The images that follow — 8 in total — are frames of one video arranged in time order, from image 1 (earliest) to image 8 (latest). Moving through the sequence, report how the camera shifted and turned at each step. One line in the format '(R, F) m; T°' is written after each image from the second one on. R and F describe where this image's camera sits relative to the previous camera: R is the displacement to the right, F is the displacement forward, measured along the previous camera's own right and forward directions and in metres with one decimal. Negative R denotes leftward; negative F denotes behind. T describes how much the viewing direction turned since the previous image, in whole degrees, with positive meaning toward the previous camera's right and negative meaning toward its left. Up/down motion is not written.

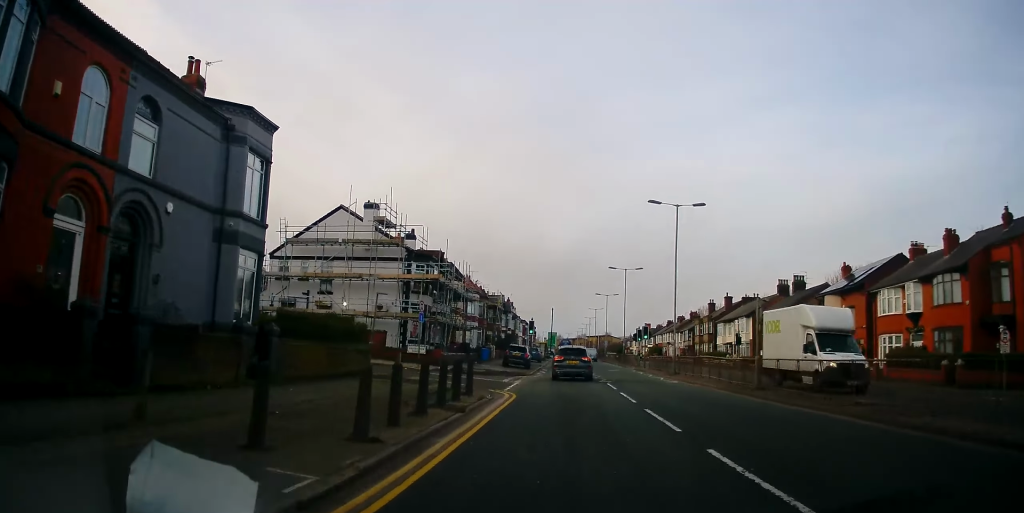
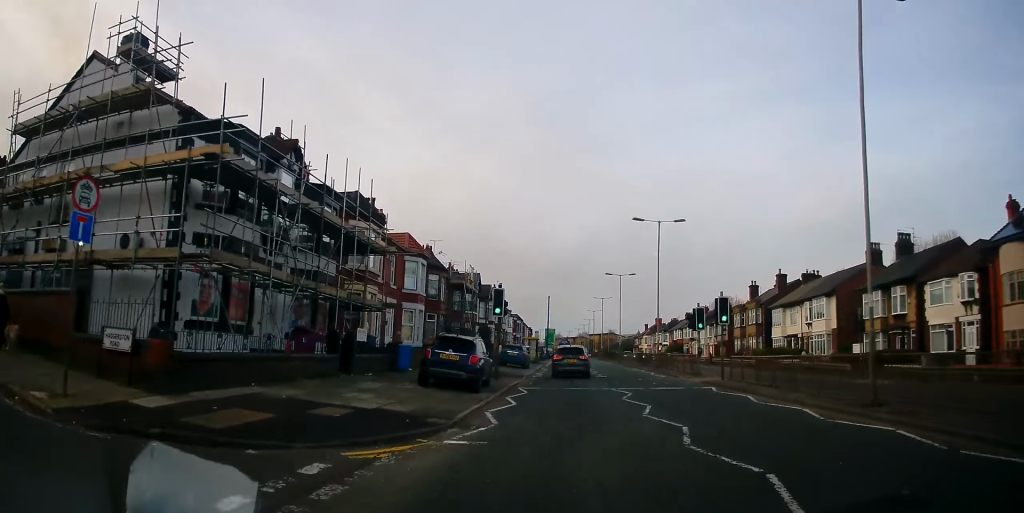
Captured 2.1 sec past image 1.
(+0.1, +23.9) m; +1°
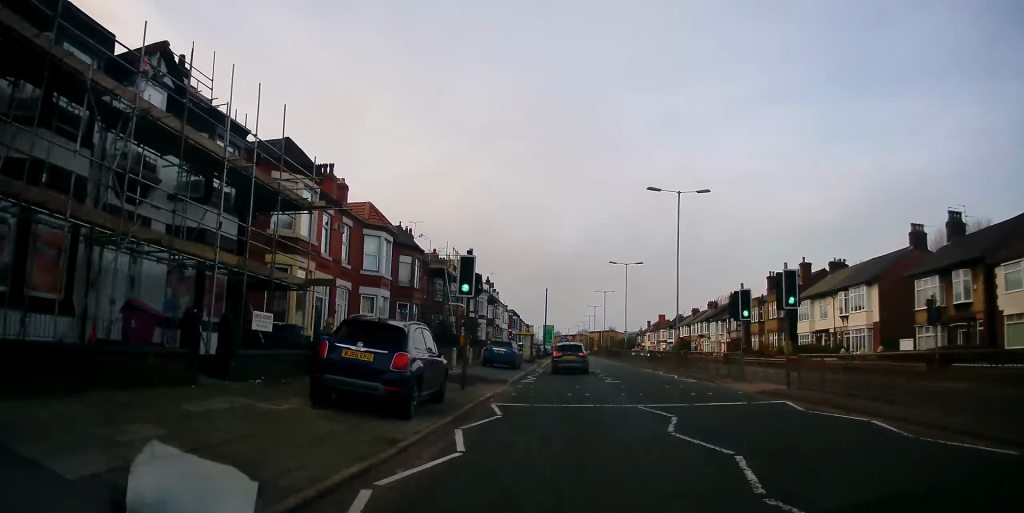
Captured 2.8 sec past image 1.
(-0.3, +7.5) m; 0°
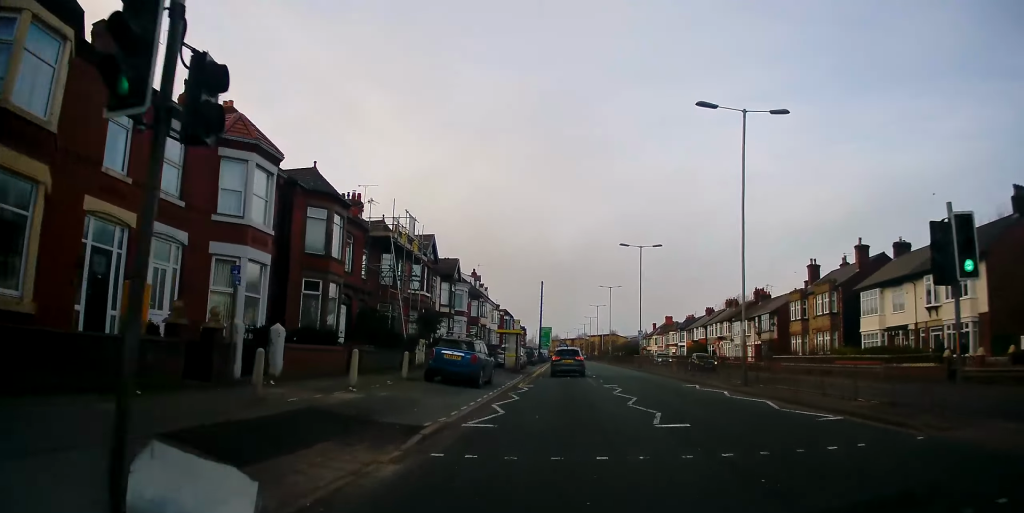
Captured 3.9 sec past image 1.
(+0.3, +13.2) m; 0°
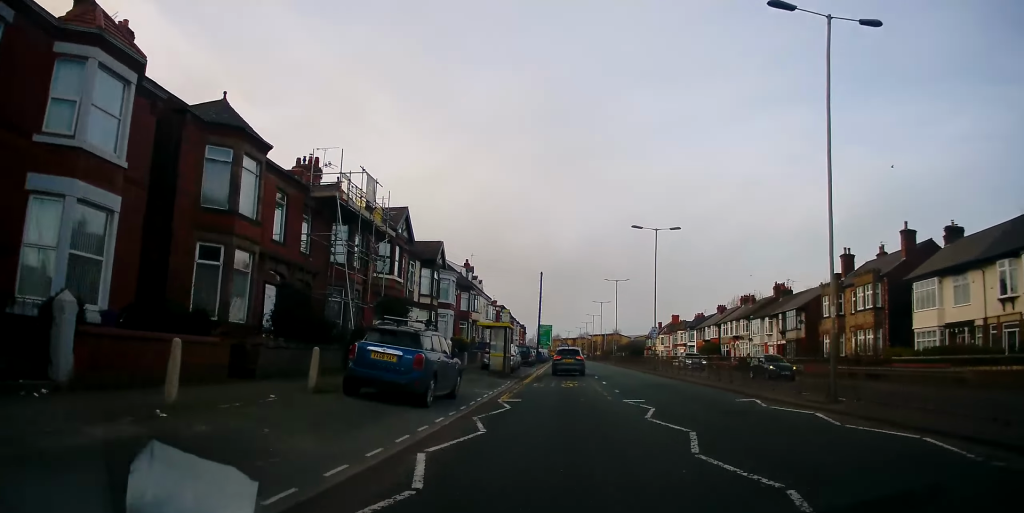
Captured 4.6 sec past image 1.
(-0.2, +7.4) m; -1°
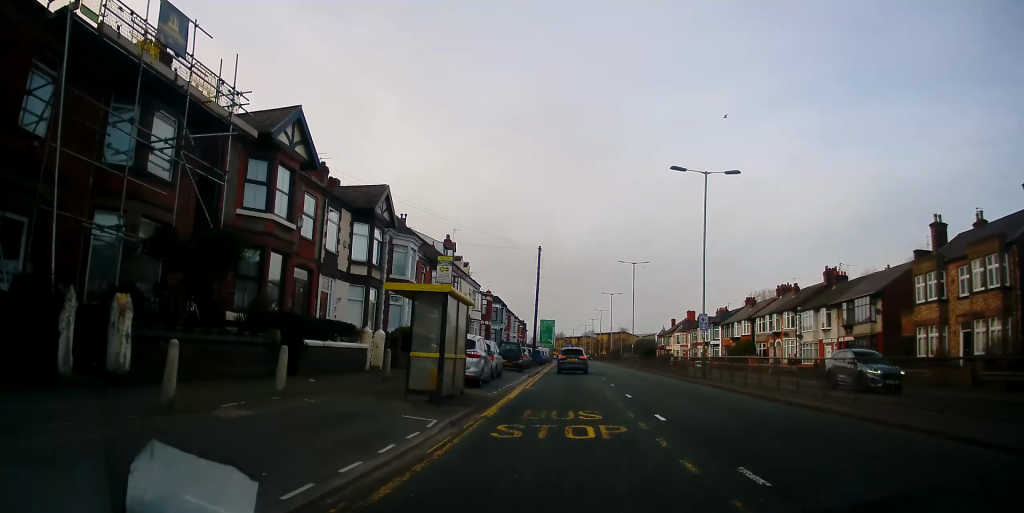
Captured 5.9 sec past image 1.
(0.0, +14.2) m; +2°
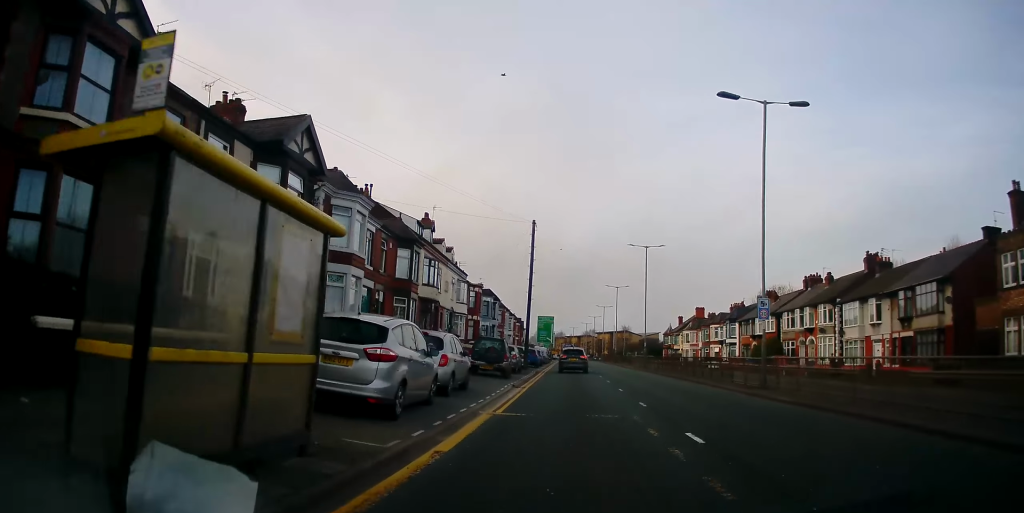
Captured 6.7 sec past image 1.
(+0.3, +9.1) m; +1°
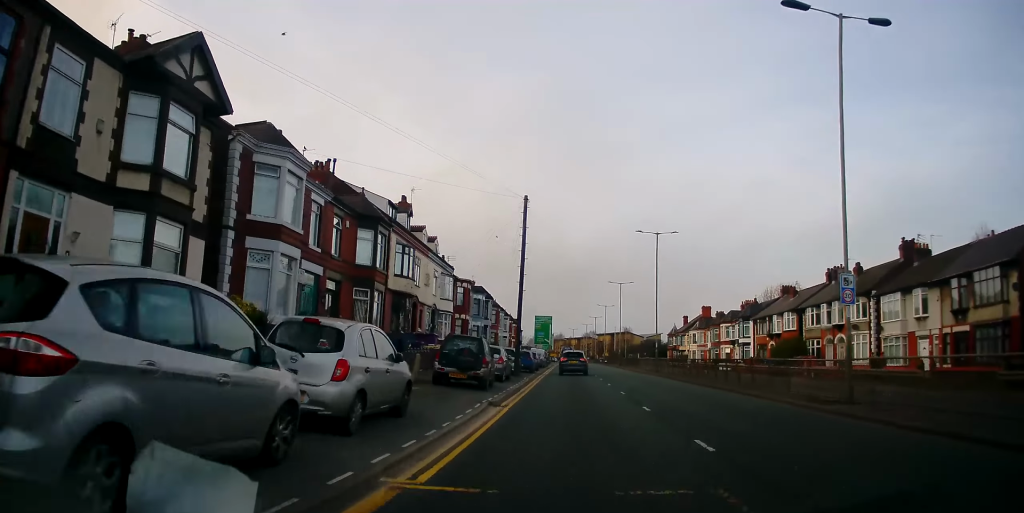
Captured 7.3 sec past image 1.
(-0.1, +6.5) m; -1°
